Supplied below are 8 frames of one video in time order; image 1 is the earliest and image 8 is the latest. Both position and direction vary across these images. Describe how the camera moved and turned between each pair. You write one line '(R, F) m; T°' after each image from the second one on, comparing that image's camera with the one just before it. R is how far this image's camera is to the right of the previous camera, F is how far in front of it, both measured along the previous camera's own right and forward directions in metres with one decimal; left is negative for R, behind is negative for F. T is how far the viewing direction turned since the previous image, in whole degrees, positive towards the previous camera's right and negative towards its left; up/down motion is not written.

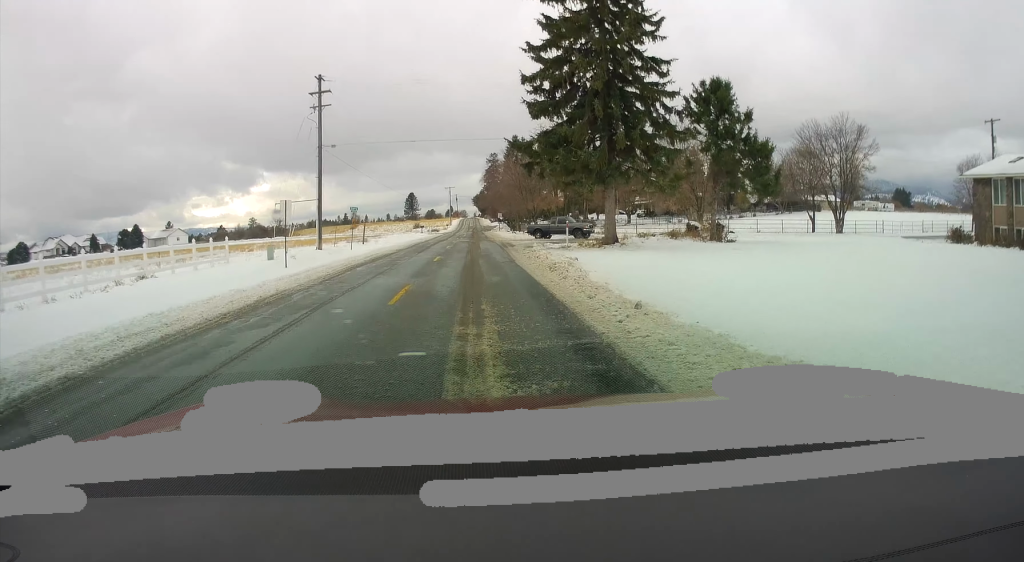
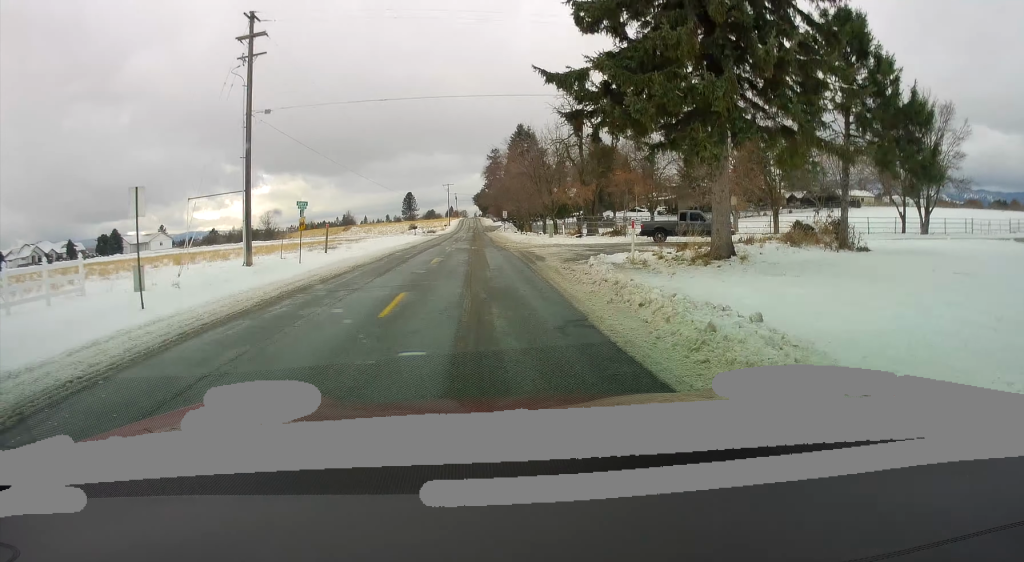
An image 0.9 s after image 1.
(0.0, +13.5) m; +2°
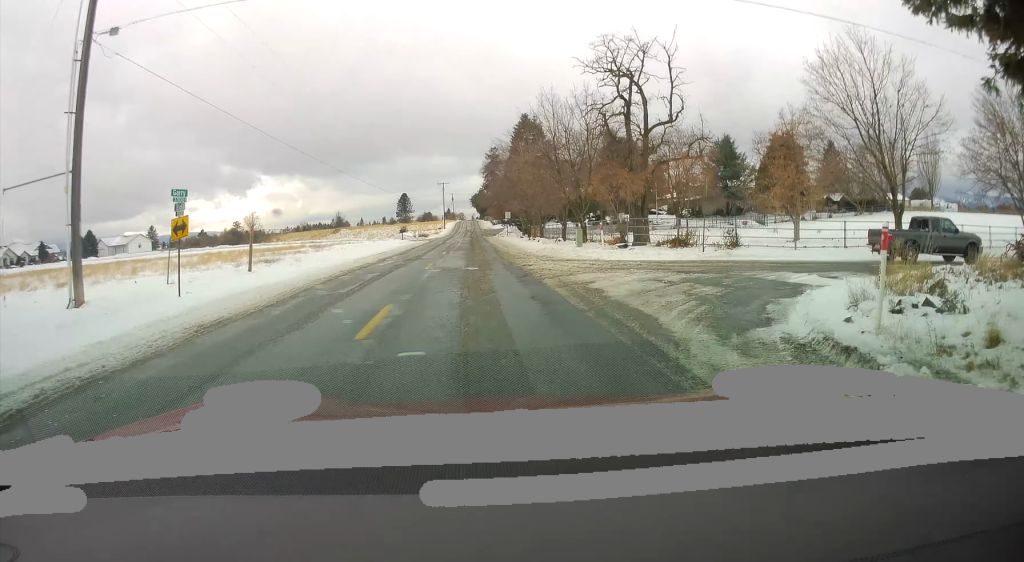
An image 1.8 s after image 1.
(+0.4, +13.3) m; 0°
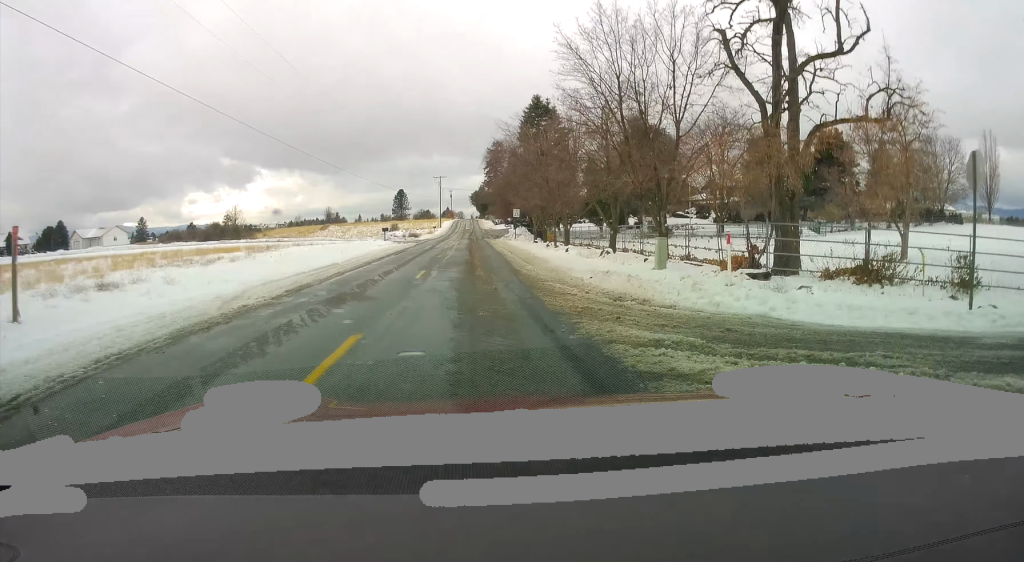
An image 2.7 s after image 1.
(-0.2, +14.6) m; -1°
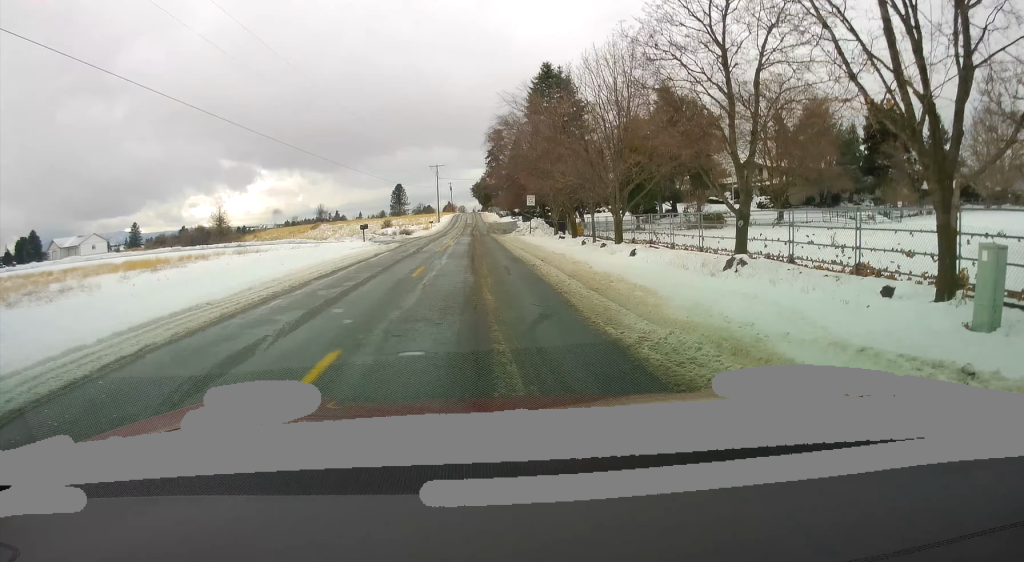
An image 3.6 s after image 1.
(-0.2, +13.4) m; 0°
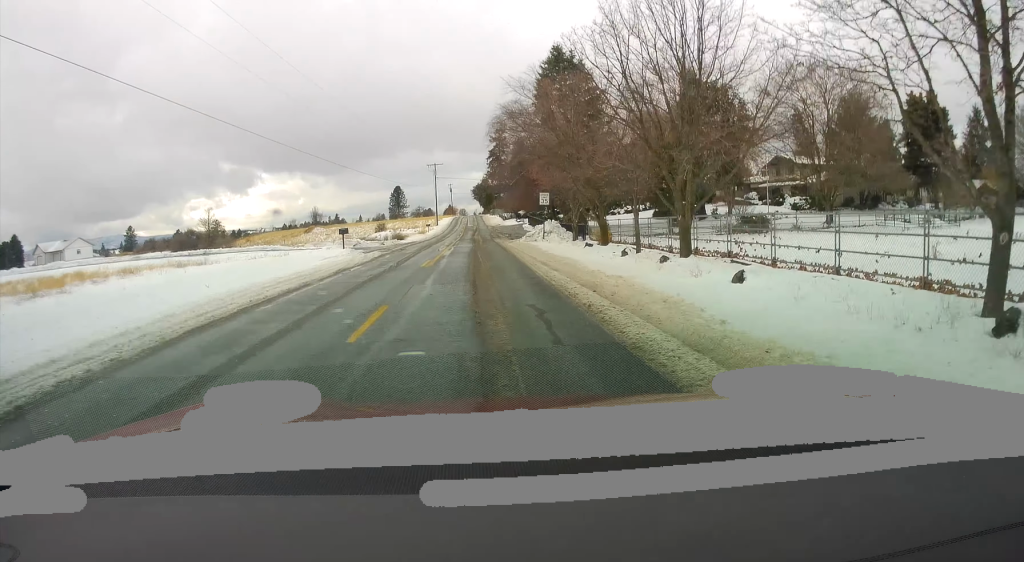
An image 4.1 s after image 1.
(-0.1, +8.2) m; +1°
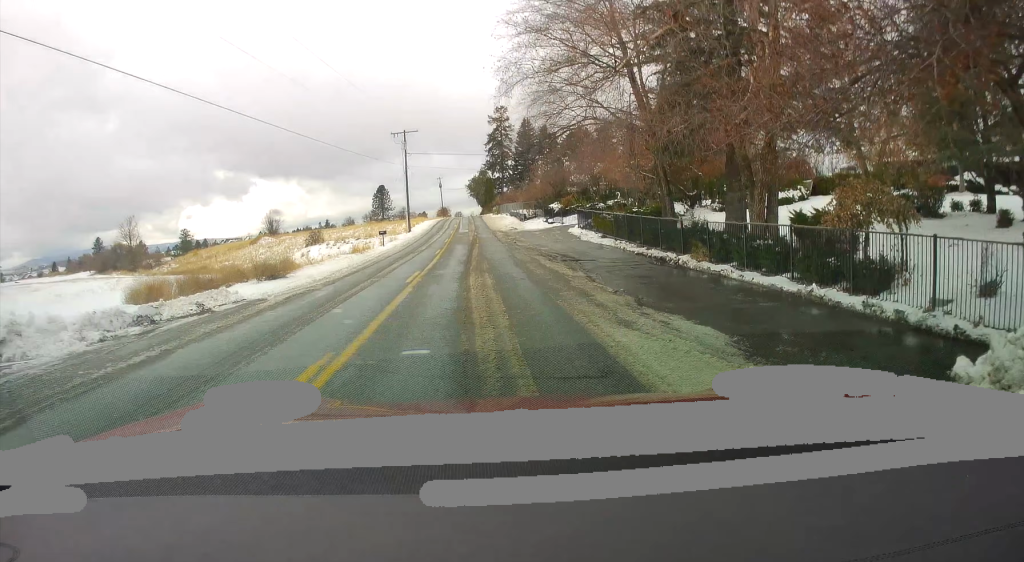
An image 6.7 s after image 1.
(-0.5, +39.6) m; -2°
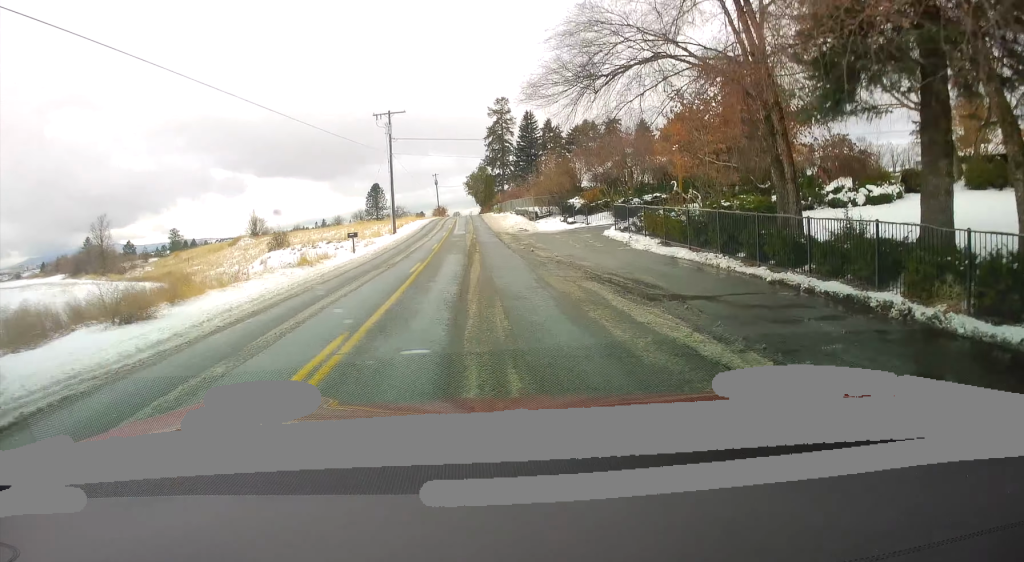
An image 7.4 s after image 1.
(0.0, +10.9) m; 0°
